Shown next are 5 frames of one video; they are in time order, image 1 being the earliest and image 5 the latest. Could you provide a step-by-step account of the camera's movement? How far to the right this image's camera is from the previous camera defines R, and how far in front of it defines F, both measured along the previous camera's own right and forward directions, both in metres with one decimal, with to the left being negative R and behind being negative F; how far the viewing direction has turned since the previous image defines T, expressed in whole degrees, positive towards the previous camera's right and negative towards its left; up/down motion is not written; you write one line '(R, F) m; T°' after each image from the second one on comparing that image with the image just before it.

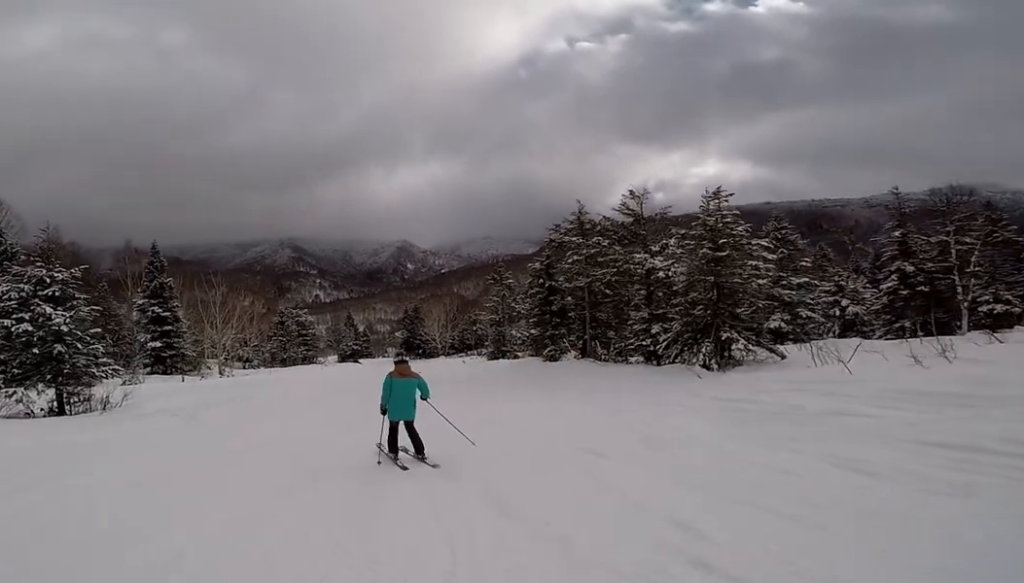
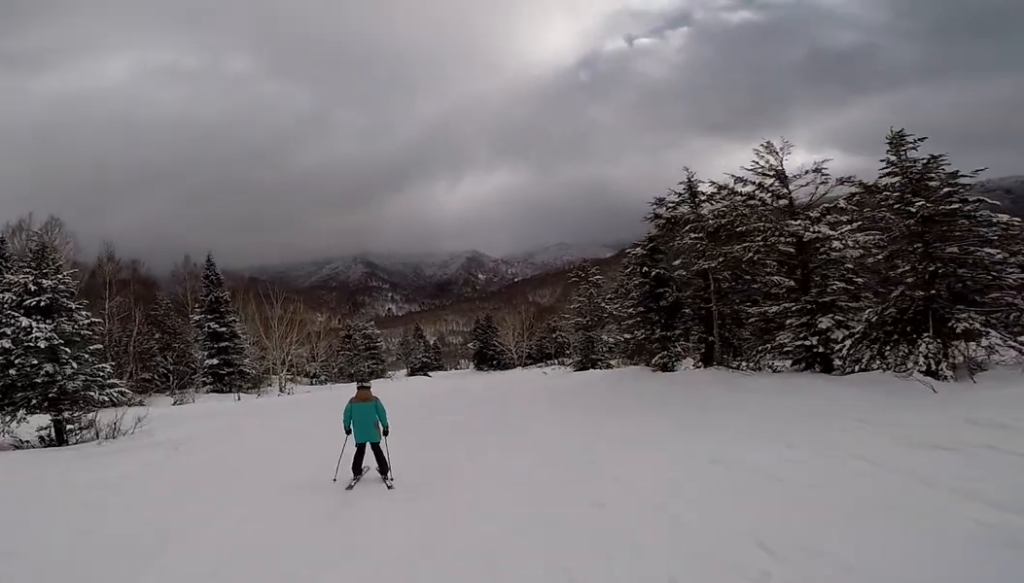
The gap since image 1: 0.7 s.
(-0.4, +4.5) m; -5°
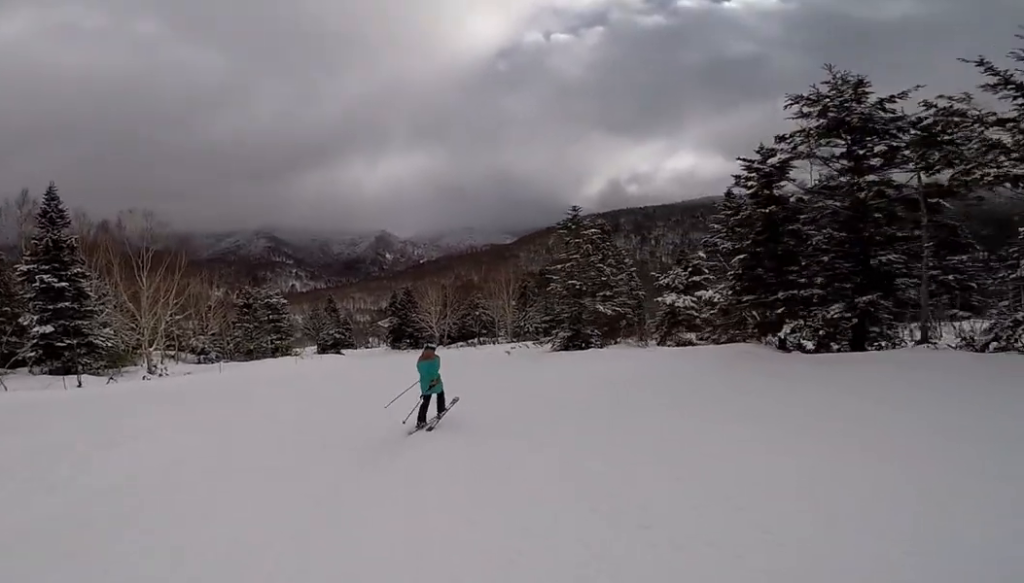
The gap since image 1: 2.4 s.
(+0.2, +10.6) m; +6°
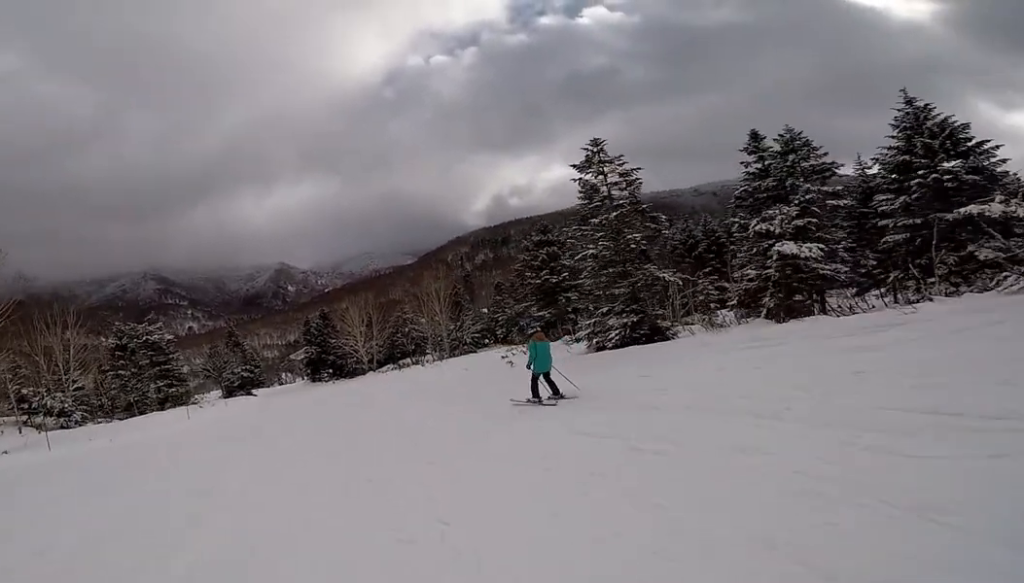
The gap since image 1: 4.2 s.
(+3.2, +10.4) m; +18°
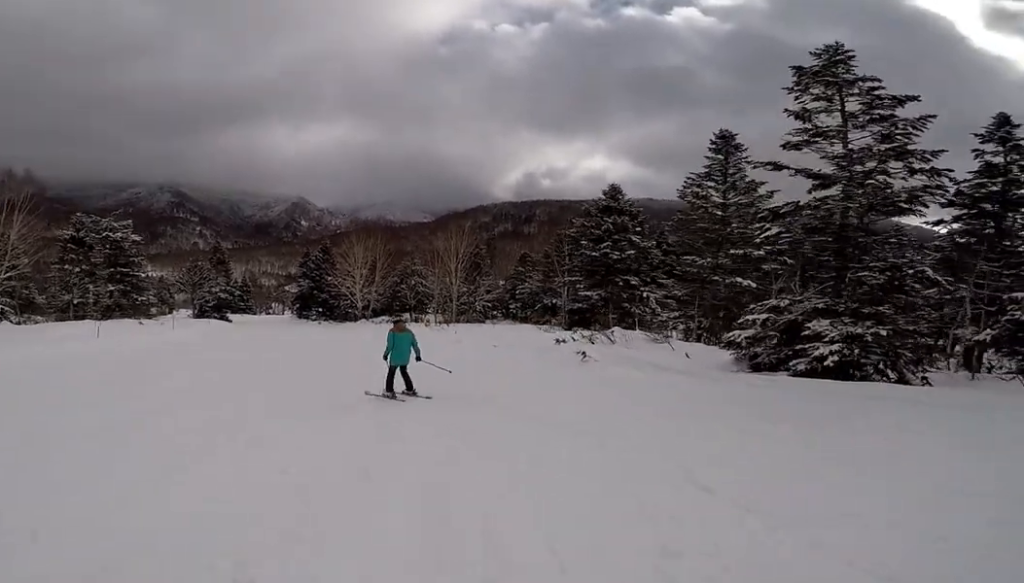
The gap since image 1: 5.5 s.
(-1.6, +7.9) m; -8°
